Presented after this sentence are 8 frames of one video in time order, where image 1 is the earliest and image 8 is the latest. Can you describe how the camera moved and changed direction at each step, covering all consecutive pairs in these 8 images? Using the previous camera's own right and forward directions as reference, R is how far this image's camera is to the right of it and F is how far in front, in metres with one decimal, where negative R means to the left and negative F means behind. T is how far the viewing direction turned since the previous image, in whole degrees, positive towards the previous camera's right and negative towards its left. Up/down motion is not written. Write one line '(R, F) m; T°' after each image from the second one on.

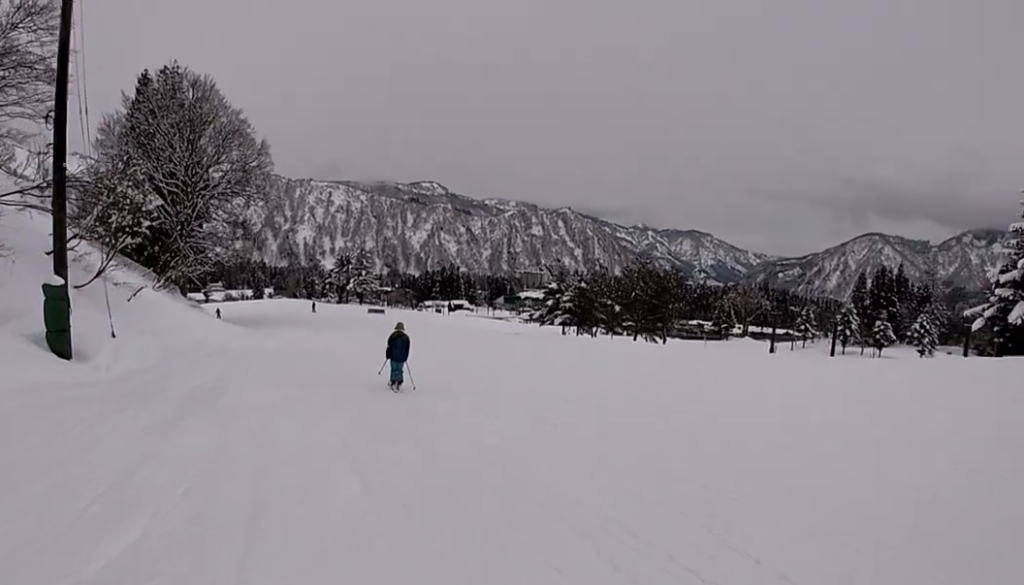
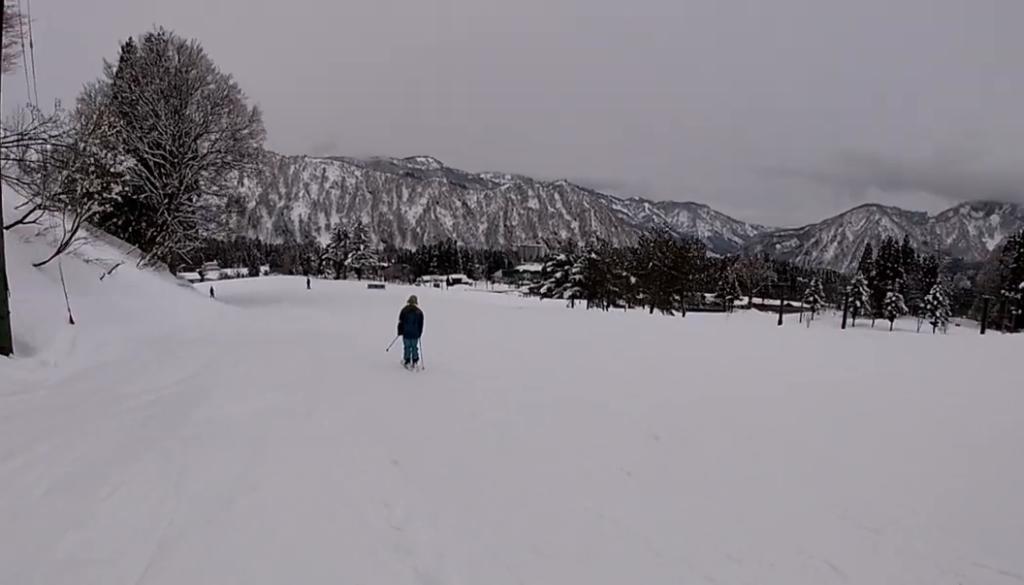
(+0.6, +3.3) m; +1°
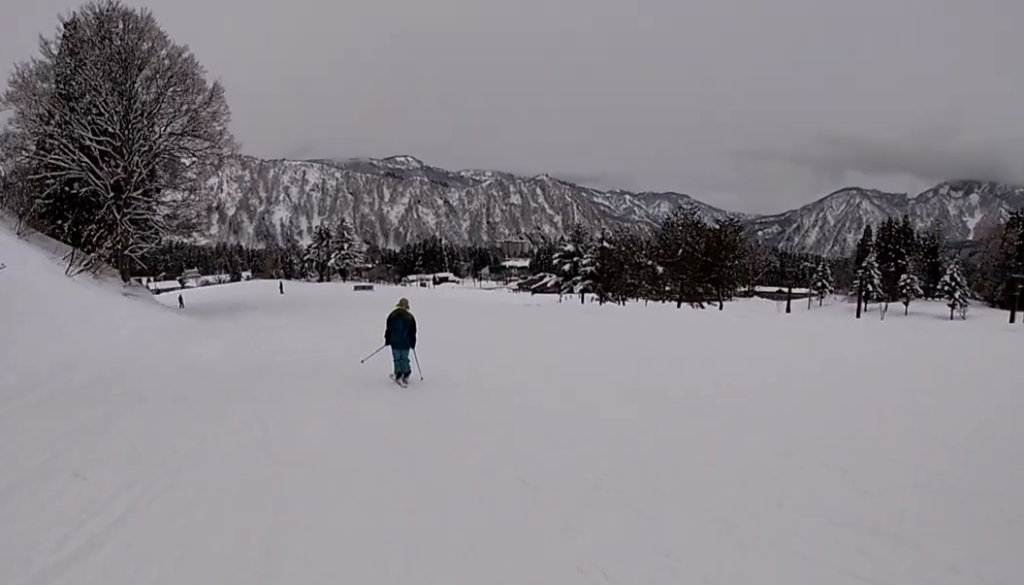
(-1.2, +8.0) m; -2°
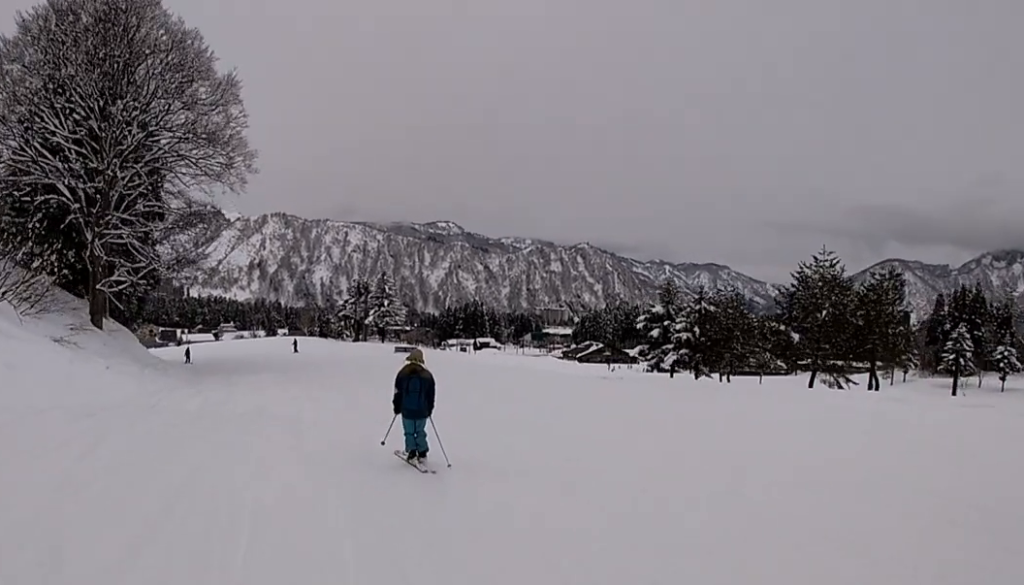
(+0.6, +12.4) m; +1°
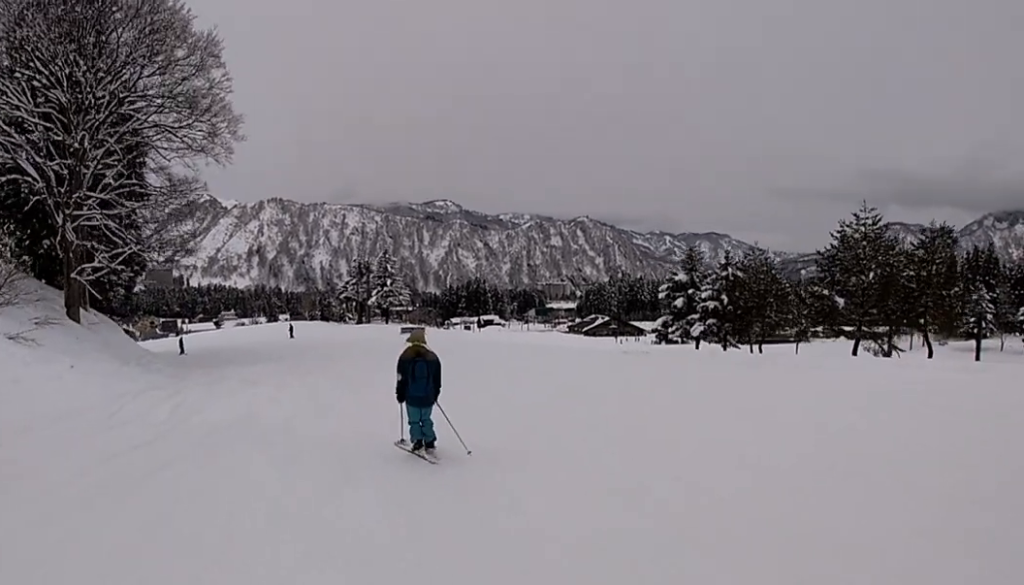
(-0.5, +3.6) m; +1°
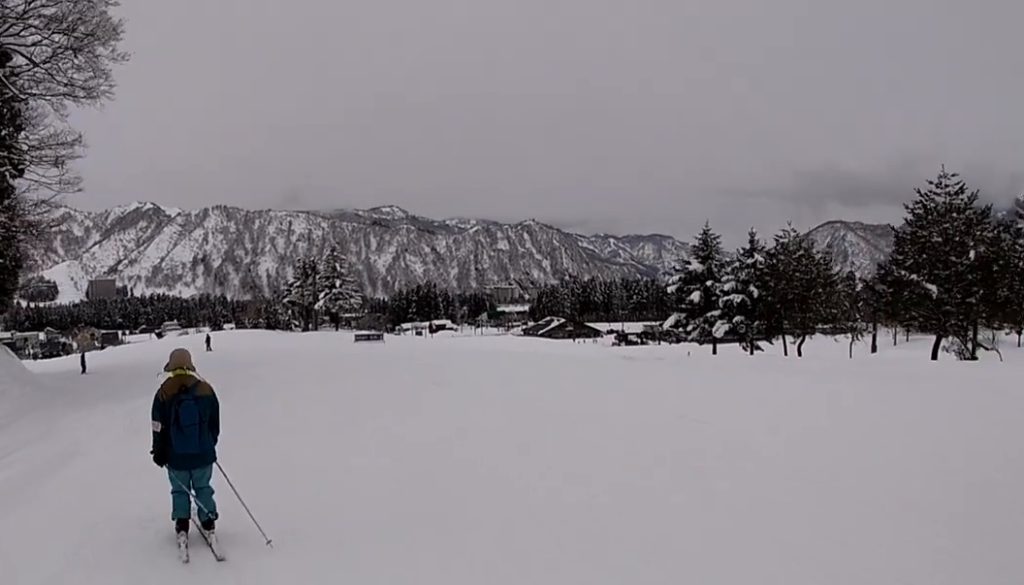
(+1.0, +10.7) m; -1°
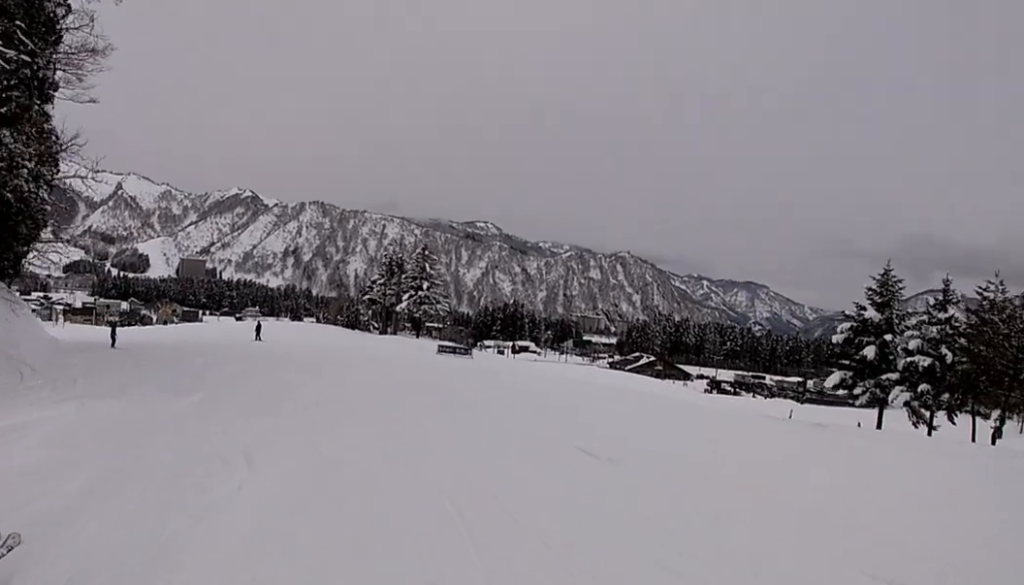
(-1.1, +8.7) m; 0°
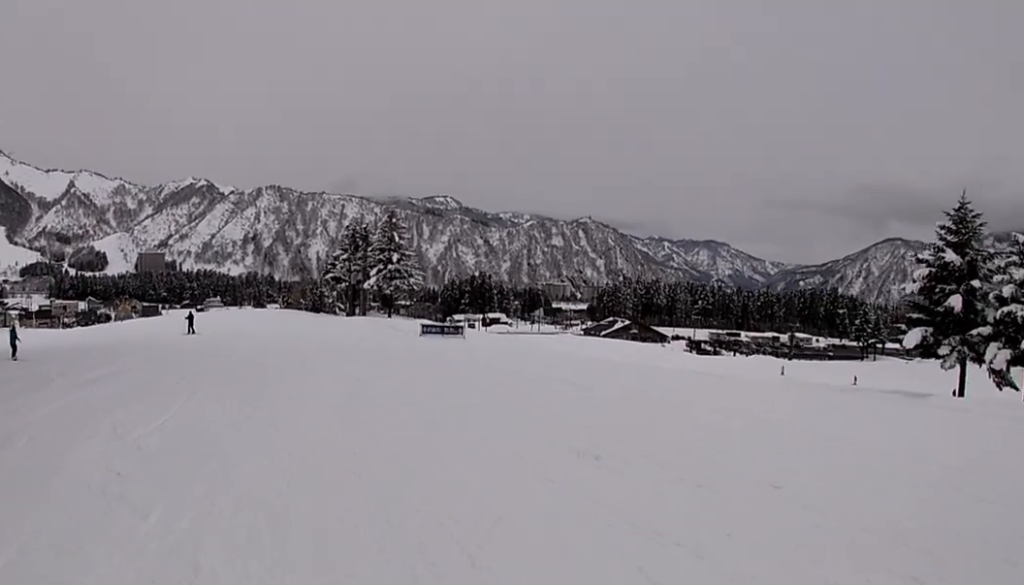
(+1.1, +8.1) m; -1°
